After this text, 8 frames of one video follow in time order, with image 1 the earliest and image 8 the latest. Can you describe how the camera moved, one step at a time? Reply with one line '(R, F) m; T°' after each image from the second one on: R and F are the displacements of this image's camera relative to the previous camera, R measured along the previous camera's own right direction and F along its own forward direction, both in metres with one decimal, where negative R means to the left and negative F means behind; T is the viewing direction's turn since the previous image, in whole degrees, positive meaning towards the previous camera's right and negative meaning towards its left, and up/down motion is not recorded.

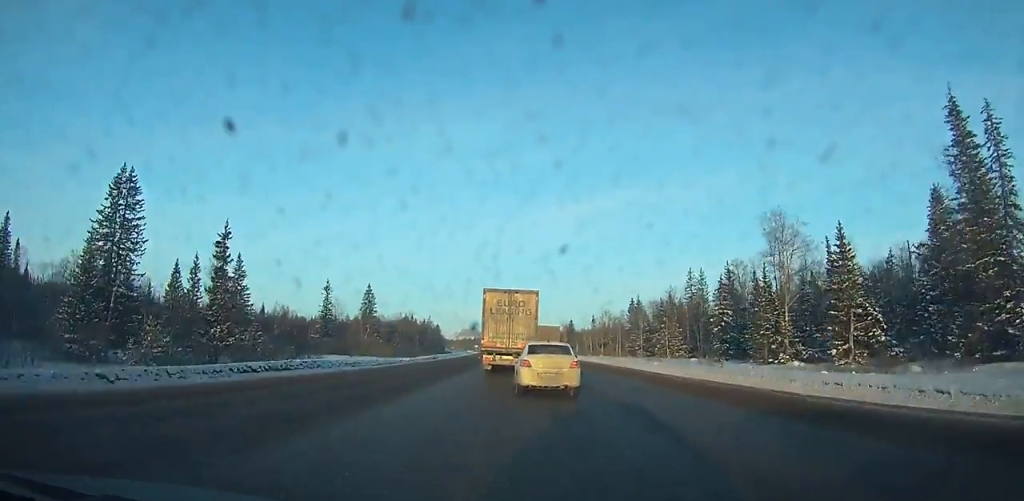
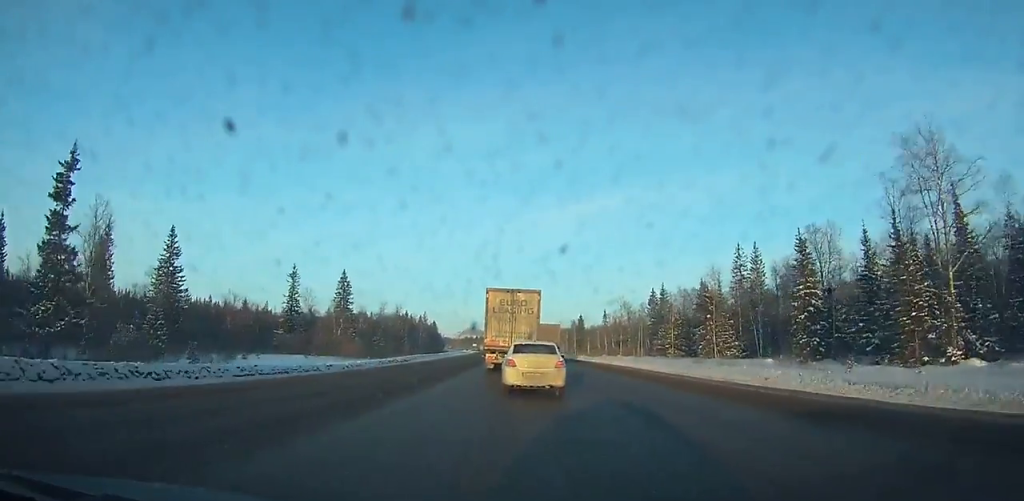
(-0.2, +26.4) m; -1°
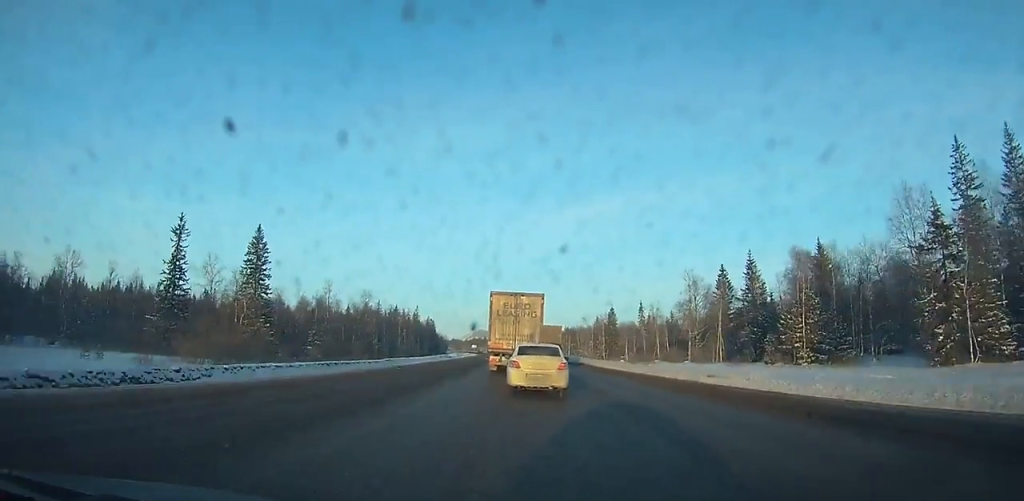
(-0.5, +51.0) m; -1°
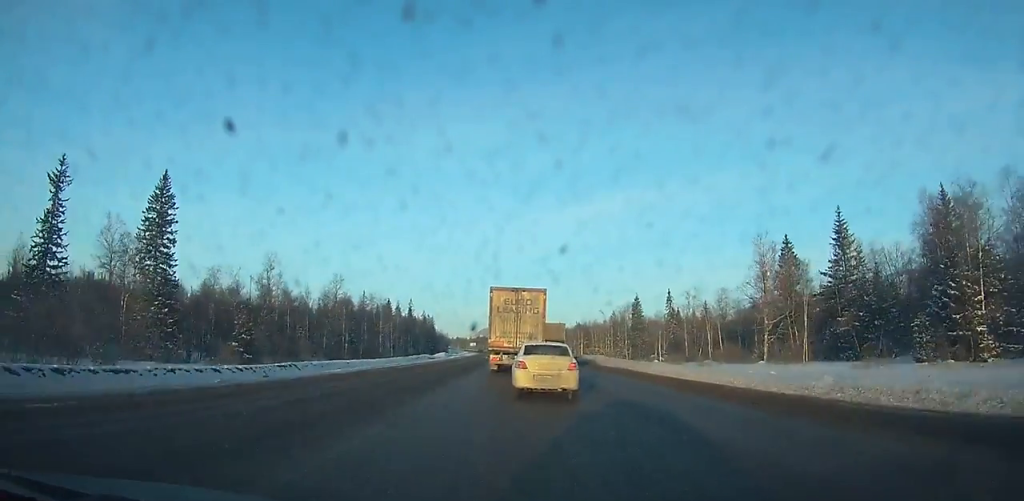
(-0.1, +26.4) m; 0°
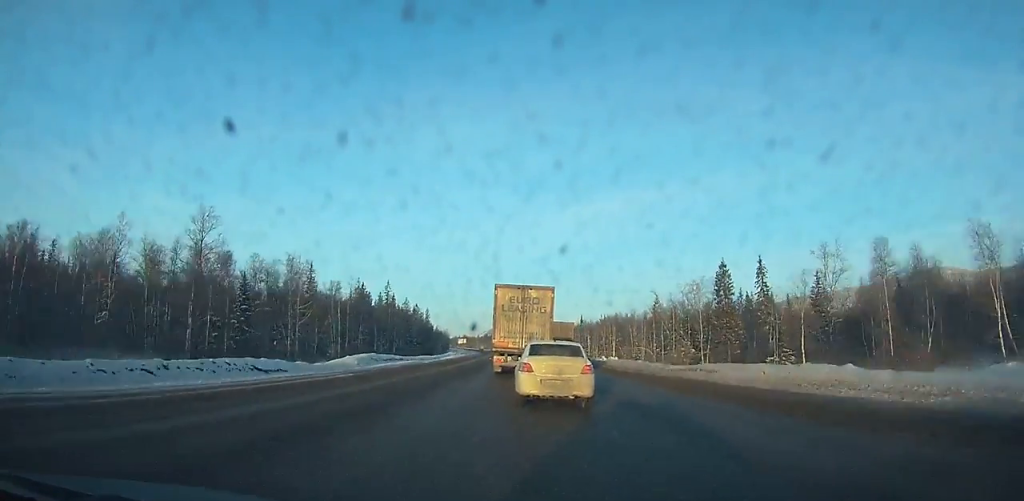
(-0.3, +54.1) m; -1°
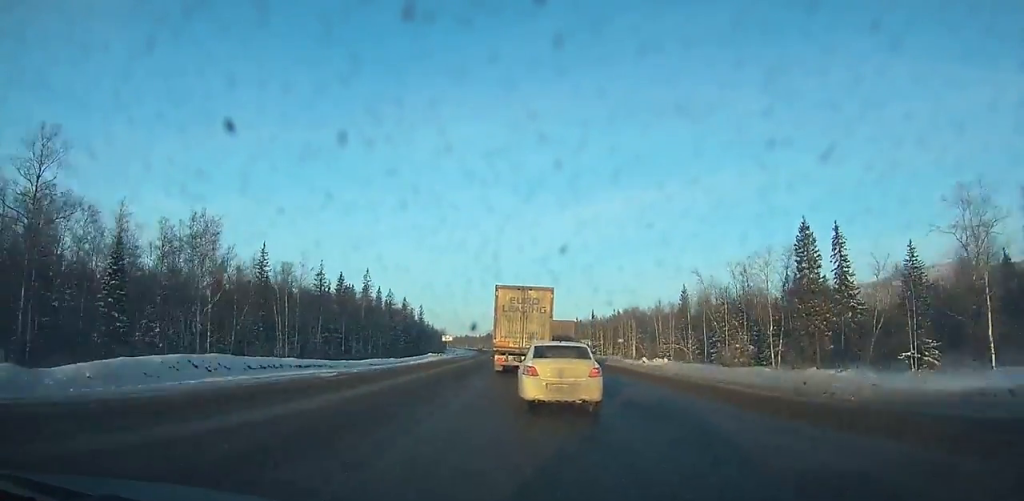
(0.0, +26.2) m; -1°
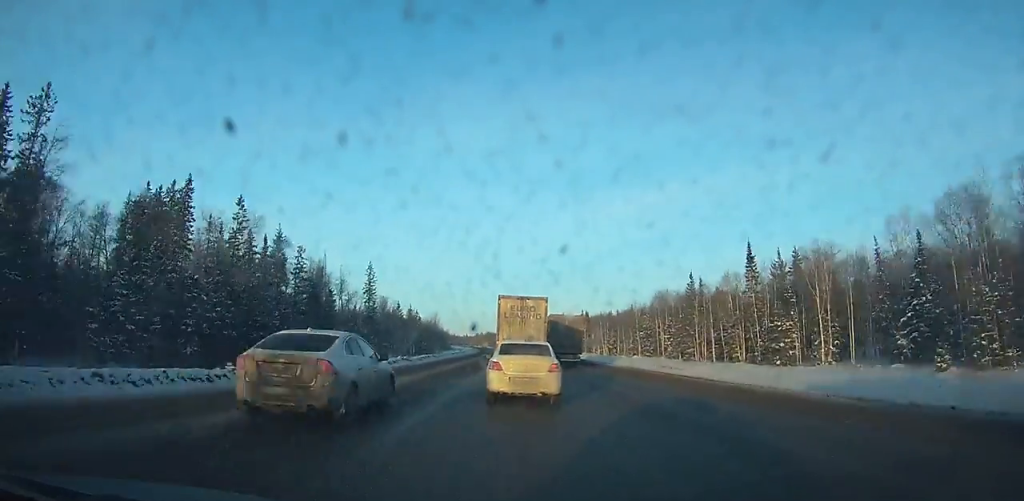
(-2.9, +123.9) m; -3°
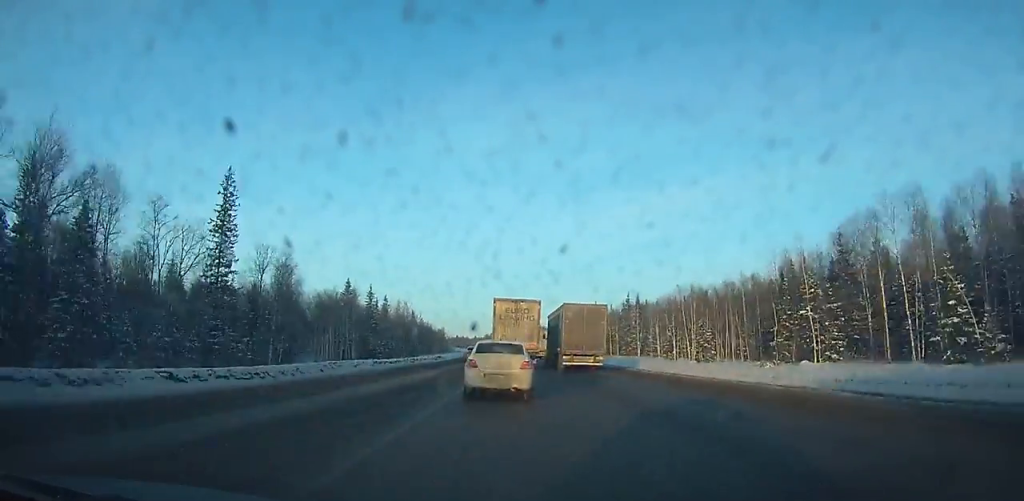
(-0.9, +72.9) m; -1°
